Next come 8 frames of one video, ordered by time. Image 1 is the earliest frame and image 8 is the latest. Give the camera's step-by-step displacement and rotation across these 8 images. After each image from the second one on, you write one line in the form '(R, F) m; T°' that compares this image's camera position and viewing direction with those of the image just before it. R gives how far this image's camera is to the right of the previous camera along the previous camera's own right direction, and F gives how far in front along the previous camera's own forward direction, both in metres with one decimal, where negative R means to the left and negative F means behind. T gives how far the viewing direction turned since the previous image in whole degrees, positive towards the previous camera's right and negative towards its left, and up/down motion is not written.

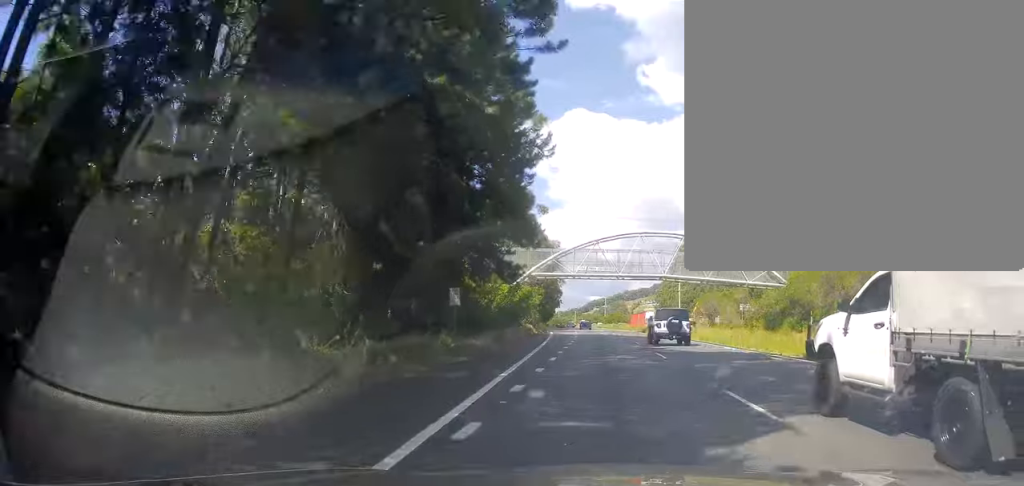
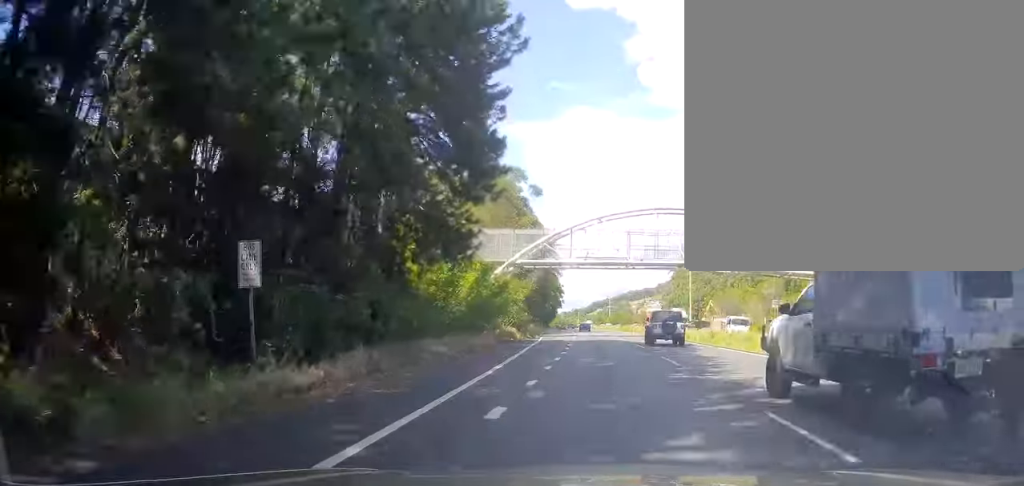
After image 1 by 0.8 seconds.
(-0.3, +14.6) m; -3°
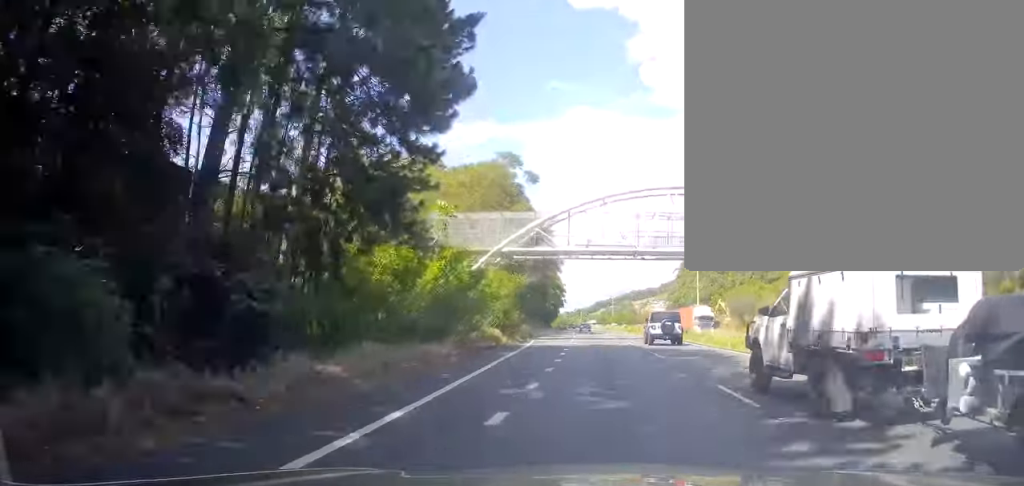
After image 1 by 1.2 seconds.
(-0.2, +8.2) m; 0°
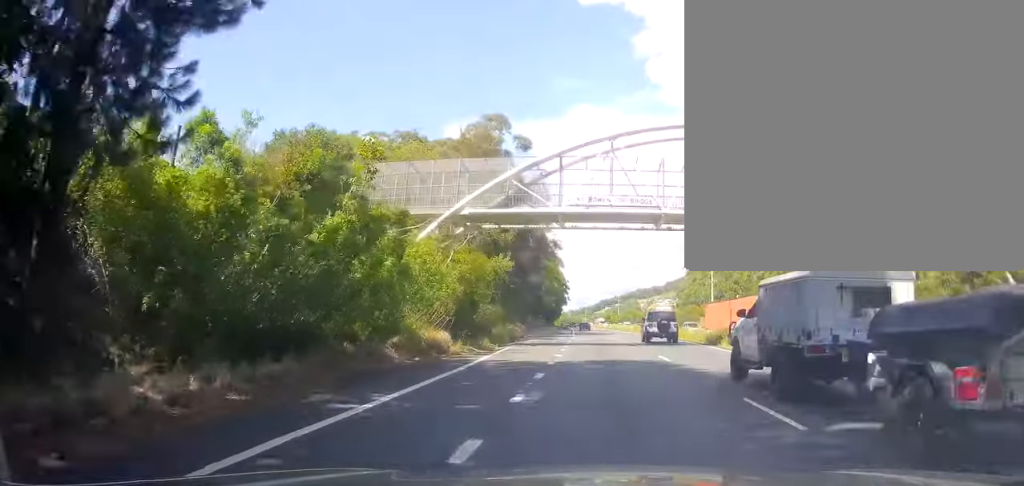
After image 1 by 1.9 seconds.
(-0.6, +13.9) m; +2°
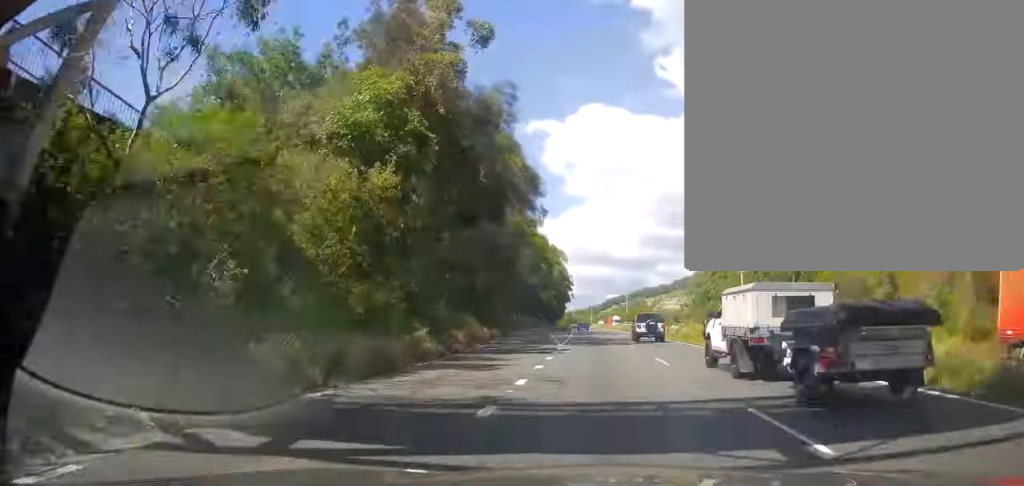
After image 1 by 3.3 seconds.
(+1.2, +25.3) m; 0°
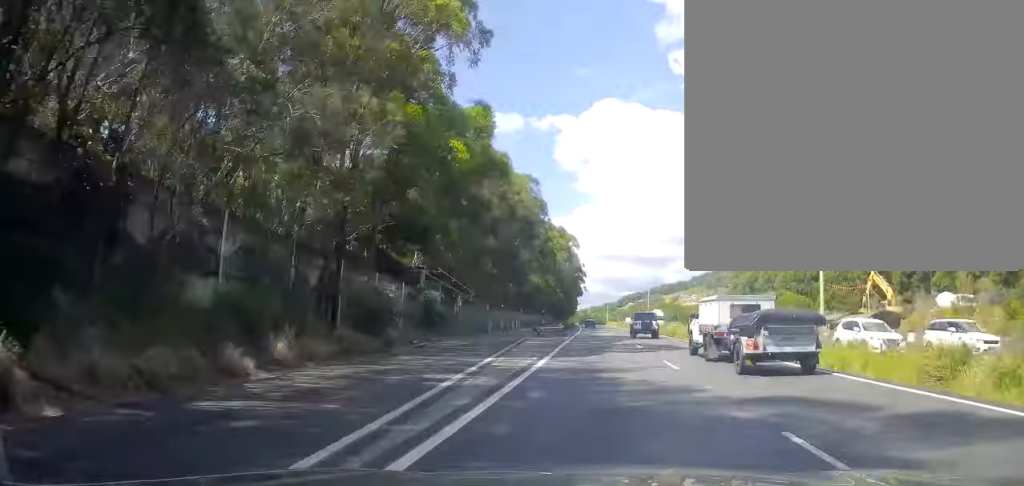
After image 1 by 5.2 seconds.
(-1.2, +37.3) m; -3°
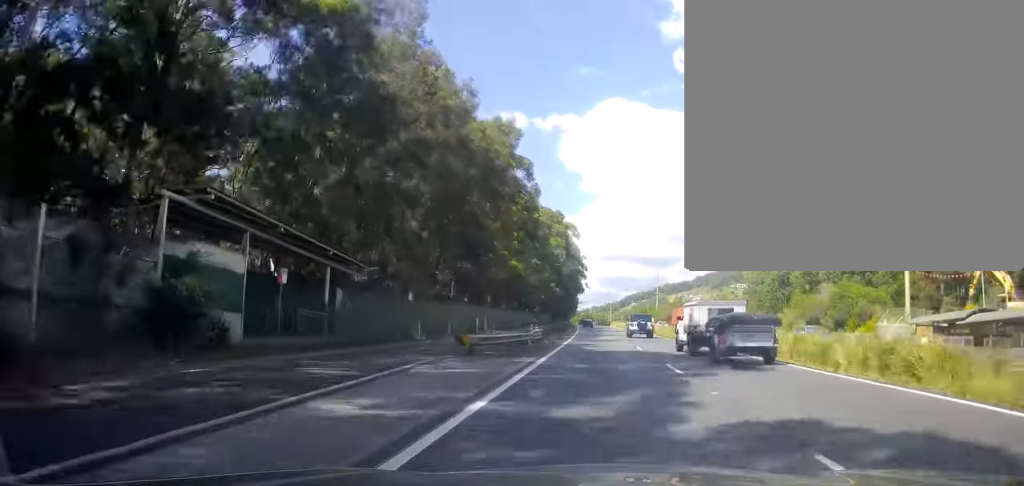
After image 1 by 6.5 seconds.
(-0.4, +24.4) m; 0°
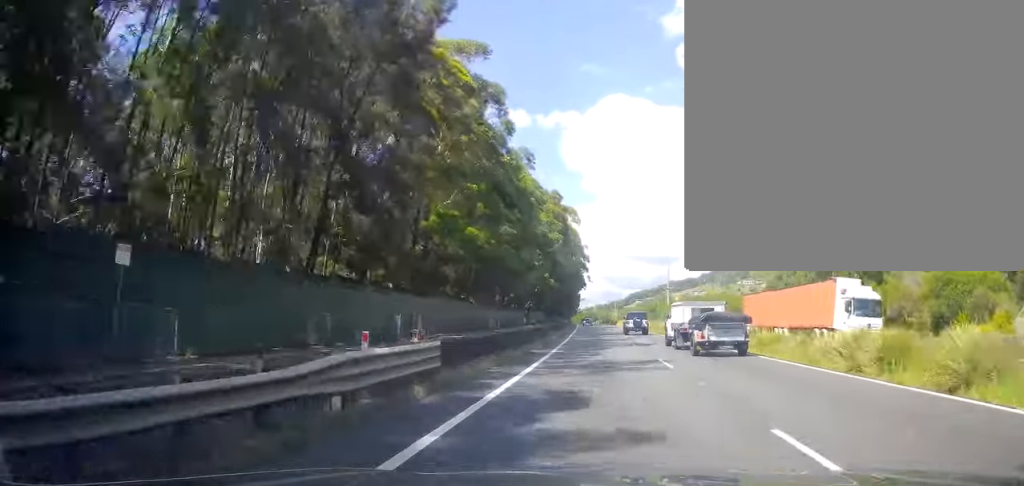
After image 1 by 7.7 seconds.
(+0.3, +22.1) m; -2°
